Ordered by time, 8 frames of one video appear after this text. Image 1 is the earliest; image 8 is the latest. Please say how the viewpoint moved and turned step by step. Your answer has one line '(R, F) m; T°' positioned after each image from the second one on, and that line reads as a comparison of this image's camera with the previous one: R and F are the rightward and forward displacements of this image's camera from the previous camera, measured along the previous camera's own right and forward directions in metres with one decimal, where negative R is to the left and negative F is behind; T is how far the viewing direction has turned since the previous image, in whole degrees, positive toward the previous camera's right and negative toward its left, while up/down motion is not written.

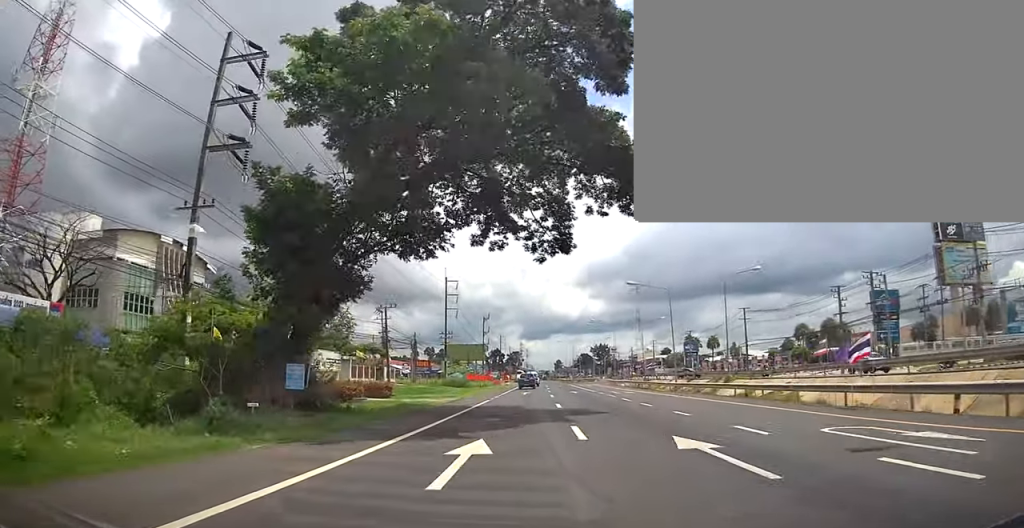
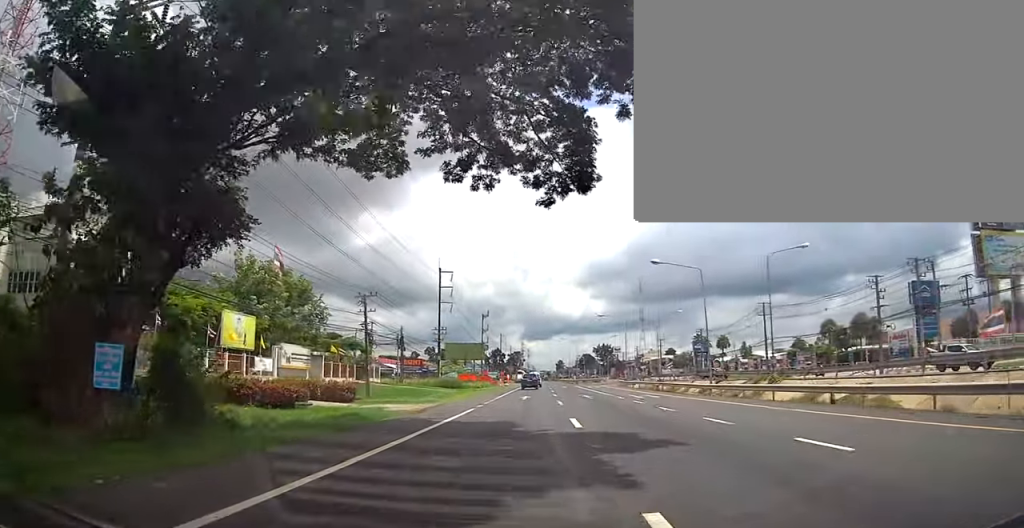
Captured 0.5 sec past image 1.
(0.0, +9.0) m; 0°
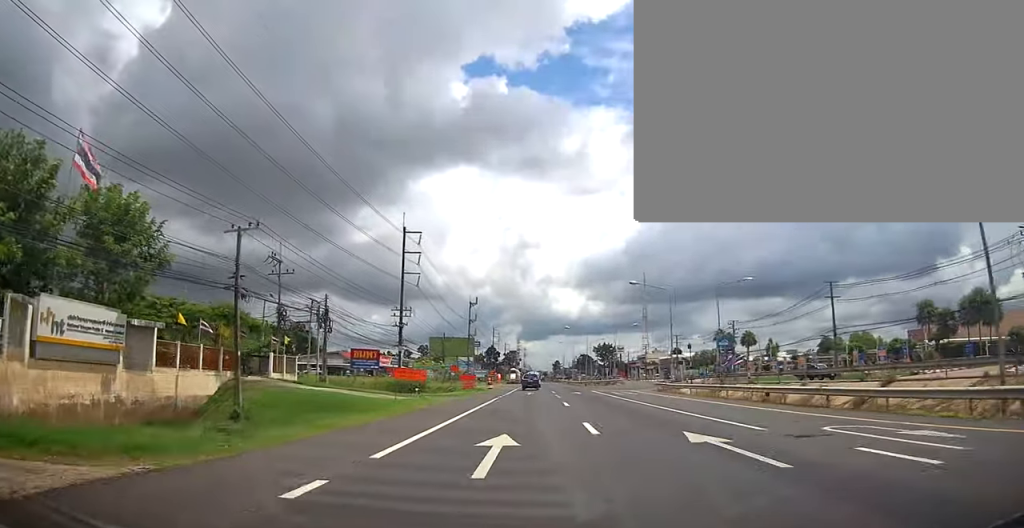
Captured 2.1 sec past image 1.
(-0.2, +25.7) m; -3°
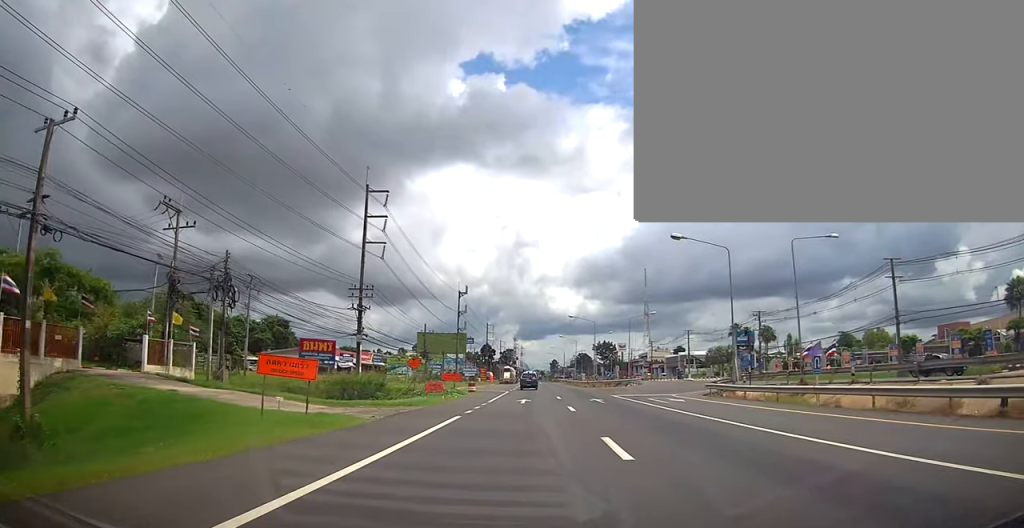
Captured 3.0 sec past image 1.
(-0.7, +15.5) m; 0°
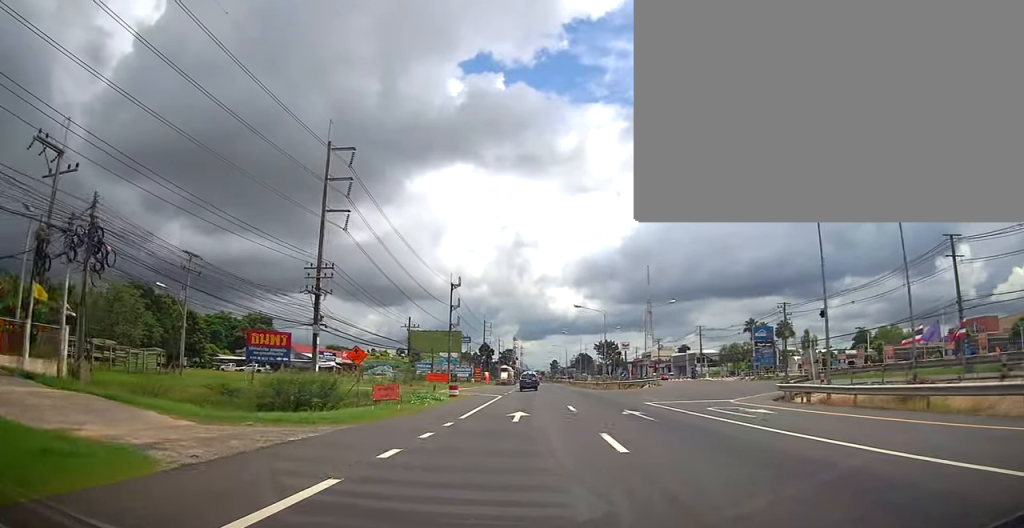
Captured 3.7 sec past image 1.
(+0.4, +11.2) m; +2°
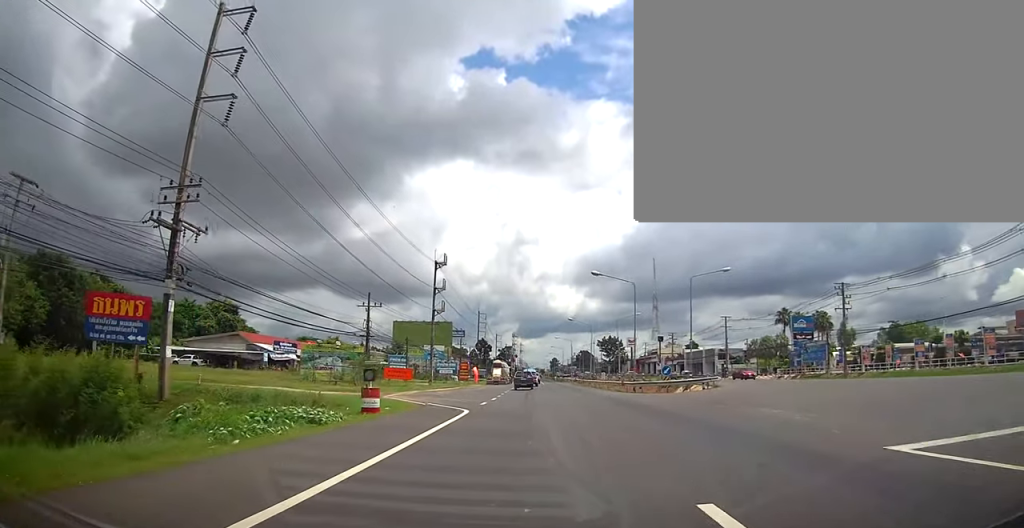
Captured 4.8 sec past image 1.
(+0.3, +19.2) m; +1°
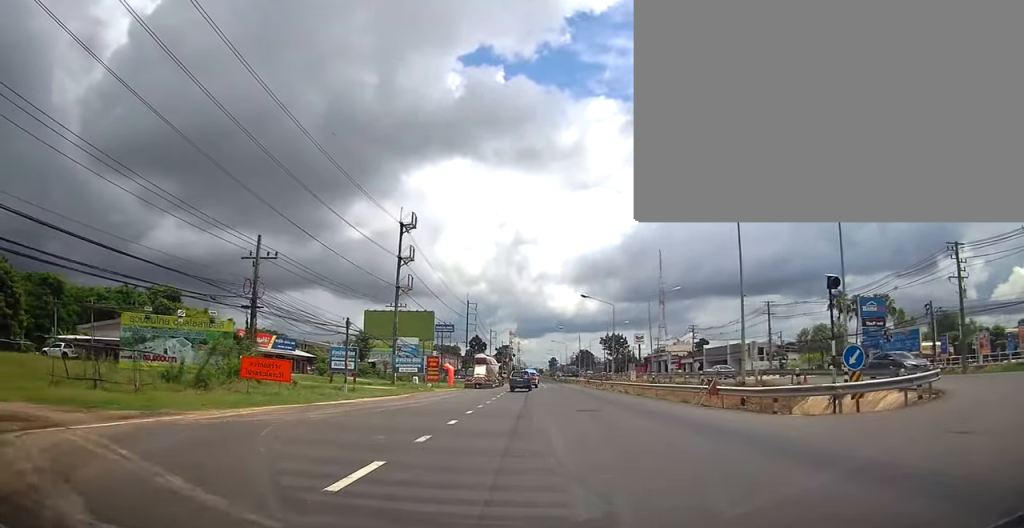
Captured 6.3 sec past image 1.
(-0.3, +24.4) m; -1°
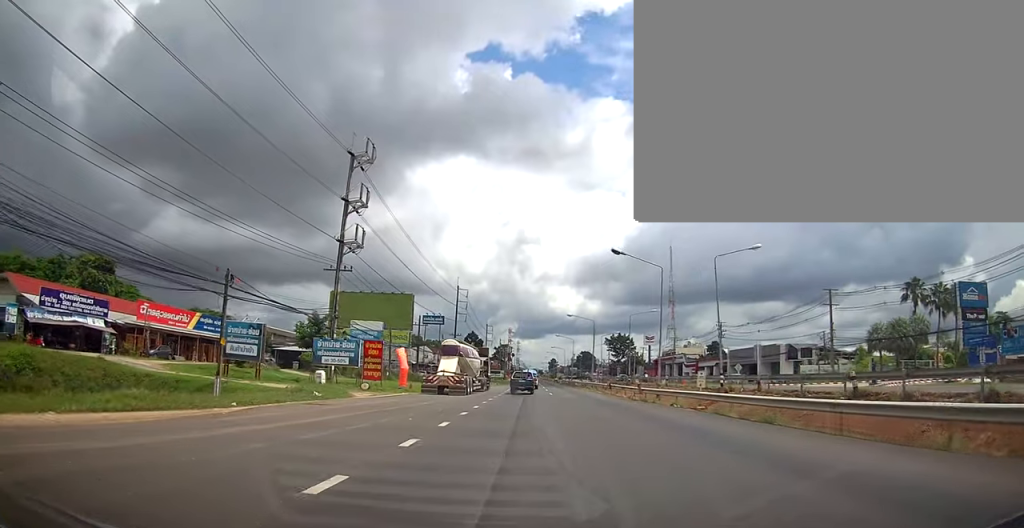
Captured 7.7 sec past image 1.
(+0.2, +21.9) m; +1°
